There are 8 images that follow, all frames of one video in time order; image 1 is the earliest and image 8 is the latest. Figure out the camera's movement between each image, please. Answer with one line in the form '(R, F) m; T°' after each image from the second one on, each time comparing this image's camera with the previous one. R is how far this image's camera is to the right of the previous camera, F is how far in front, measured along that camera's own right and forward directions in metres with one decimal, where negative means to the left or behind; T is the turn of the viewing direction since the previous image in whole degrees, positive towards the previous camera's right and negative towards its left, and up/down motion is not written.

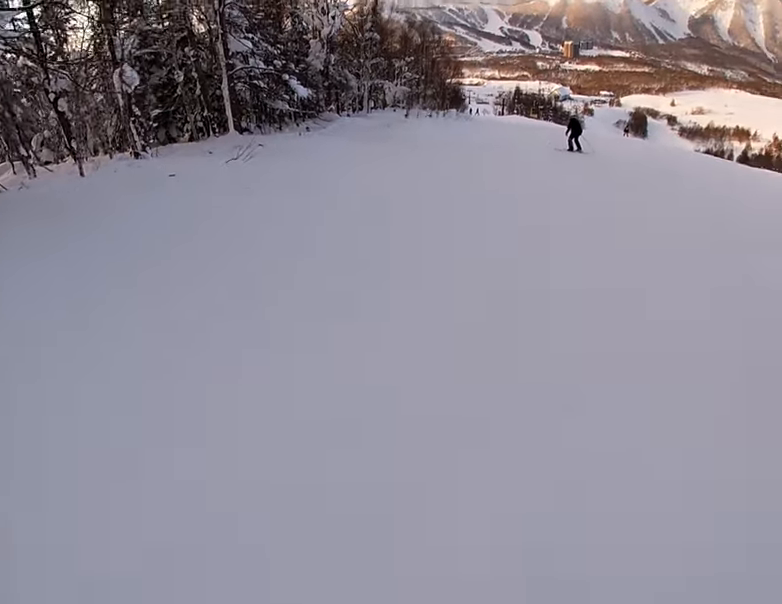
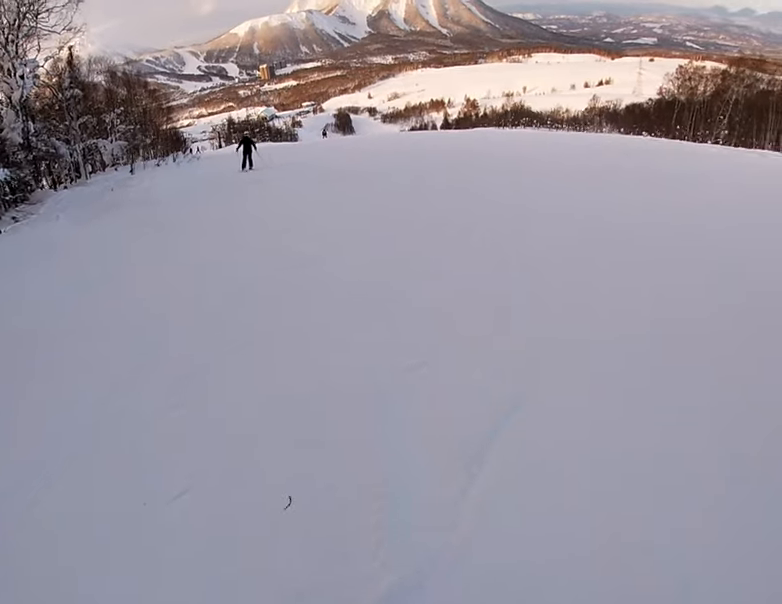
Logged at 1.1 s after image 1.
(+1.1, +4.8) m; +30°
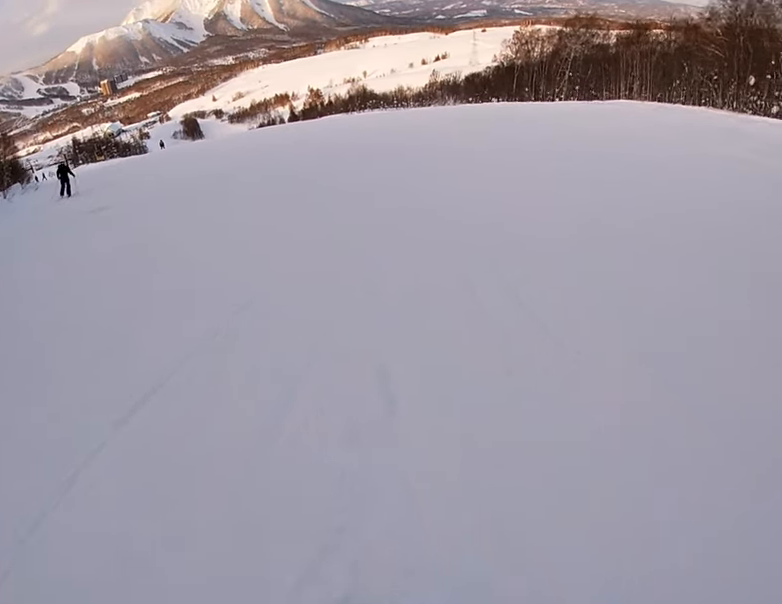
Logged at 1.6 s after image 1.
(+0.6, +2.5) m; +15°
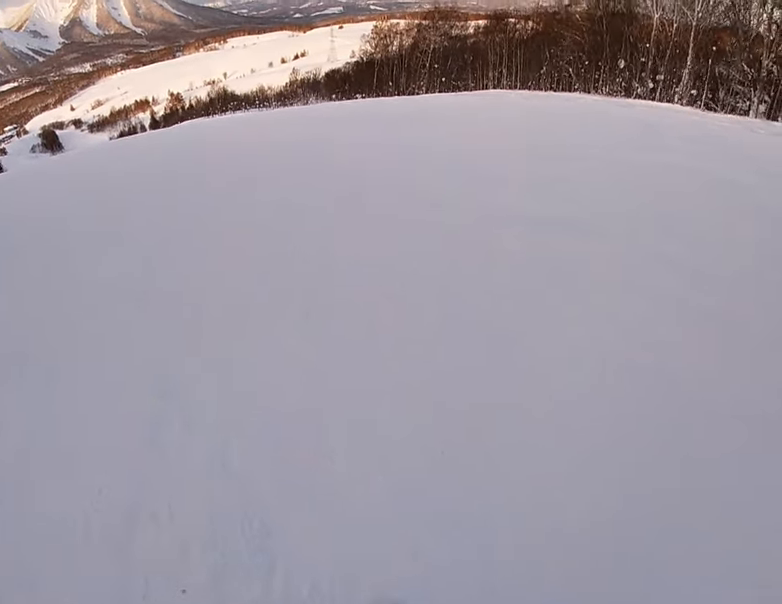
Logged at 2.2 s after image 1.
(+0.4, +3.0) m; +13°
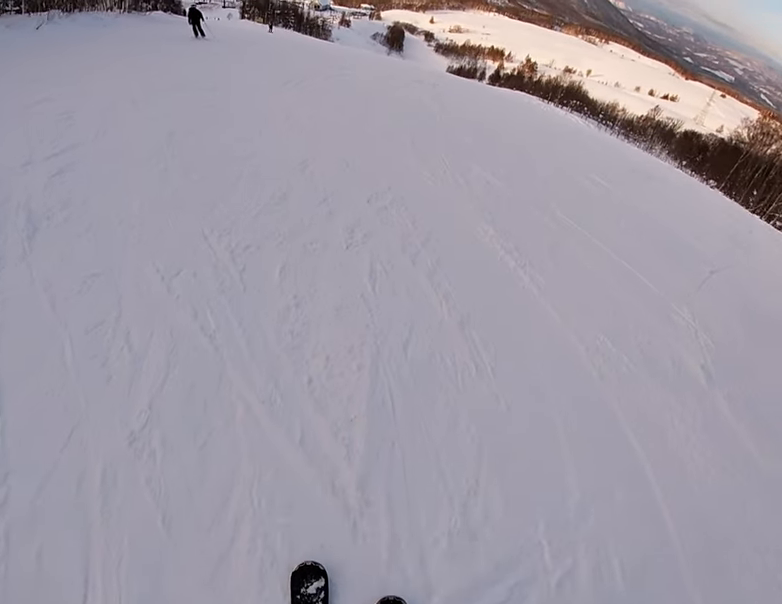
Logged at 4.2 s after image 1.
(-0.8, +8.9) m; -32°
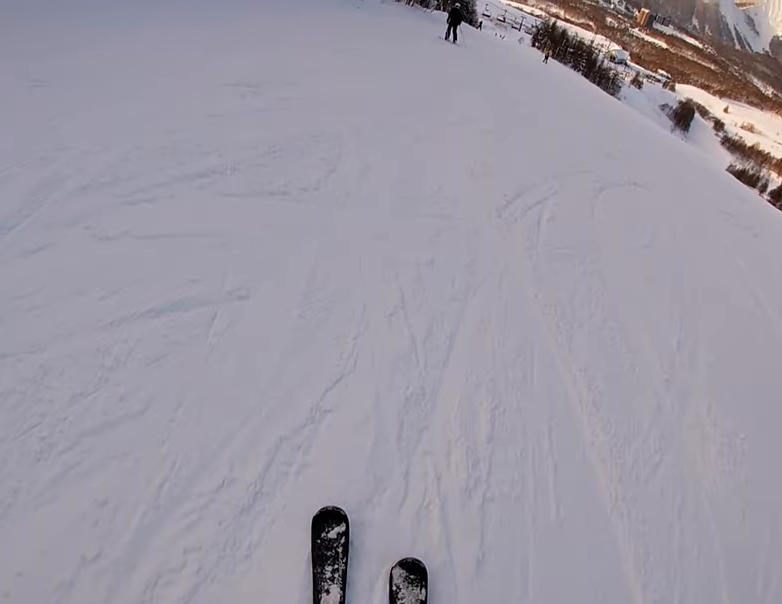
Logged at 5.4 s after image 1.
(-1.5, +5.4) m; -22°
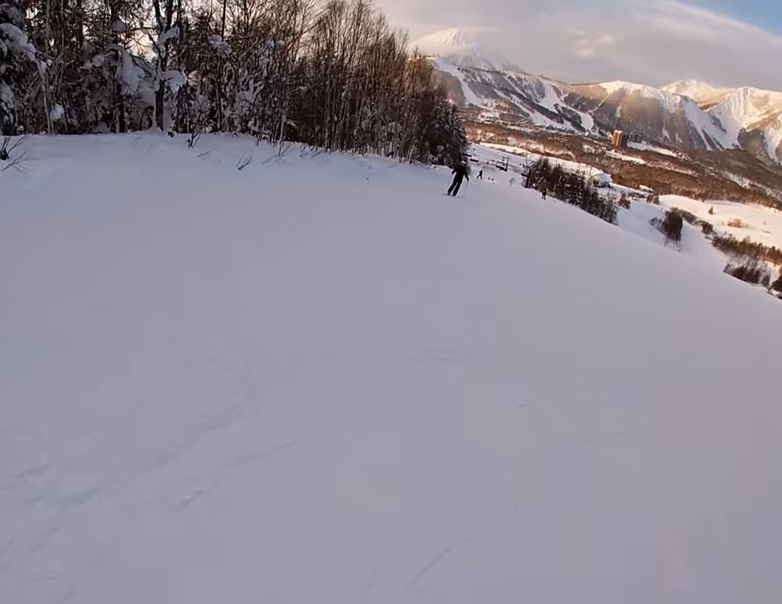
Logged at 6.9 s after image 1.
(-1.1, +6.9) m; -14°
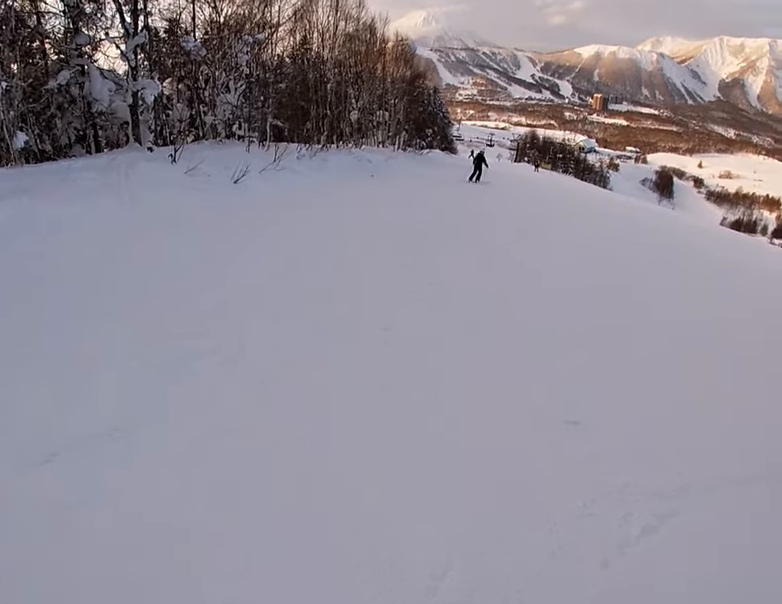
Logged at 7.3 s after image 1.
(0.0, +2.3) m; +7°
